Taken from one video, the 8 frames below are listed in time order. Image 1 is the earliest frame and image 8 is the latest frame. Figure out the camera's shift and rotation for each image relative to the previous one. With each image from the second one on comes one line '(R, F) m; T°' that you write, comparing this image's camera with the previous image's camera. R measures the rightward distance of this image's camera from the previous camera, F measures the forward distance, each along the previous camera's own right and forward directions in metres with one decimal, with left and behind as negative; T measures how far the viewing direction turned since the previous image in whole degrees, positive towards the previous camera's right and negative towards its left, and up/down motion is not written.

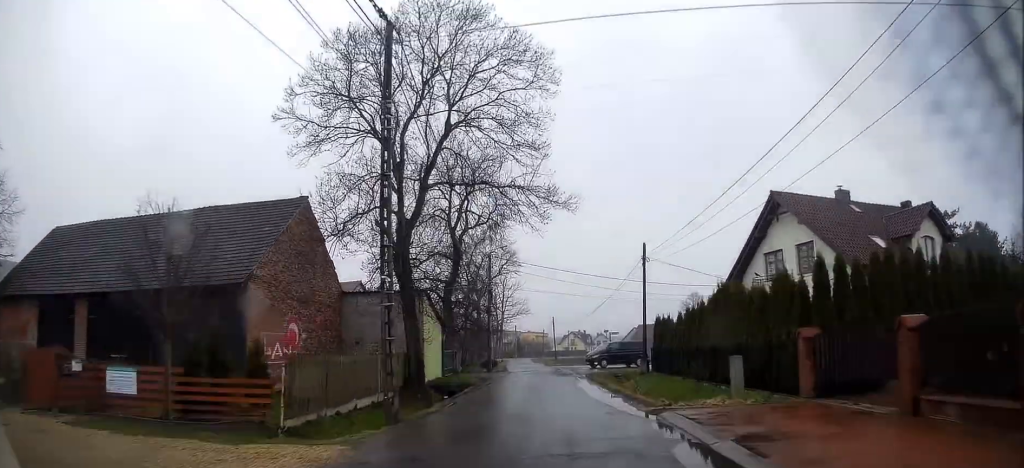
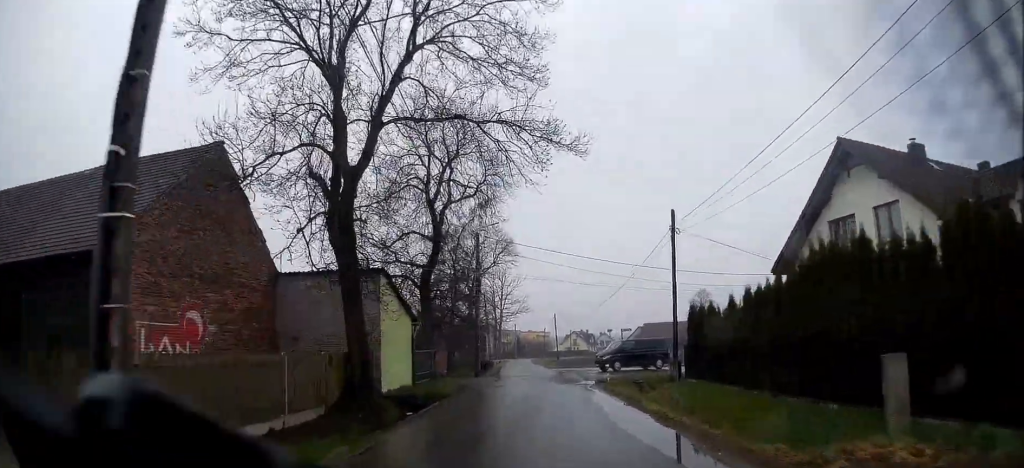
(-0.2, +8.0) m; -1°
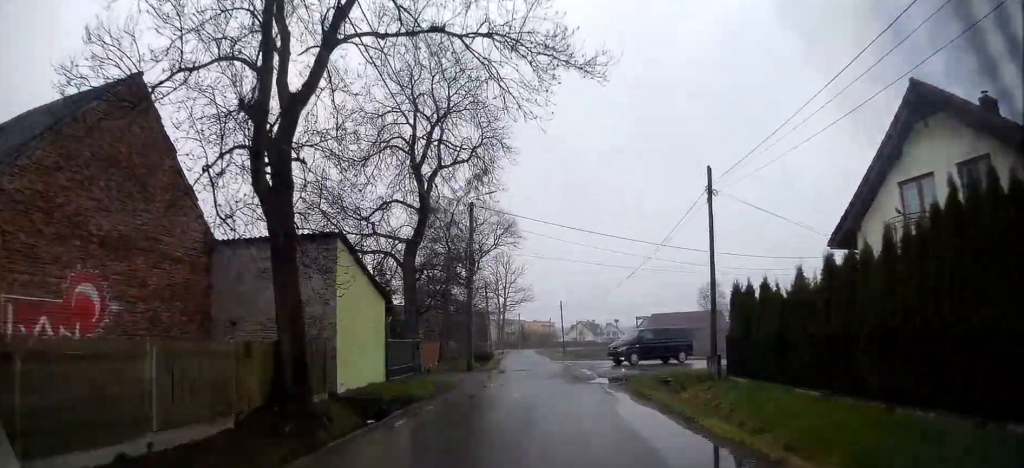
(0.0, +5.4) m; 0°
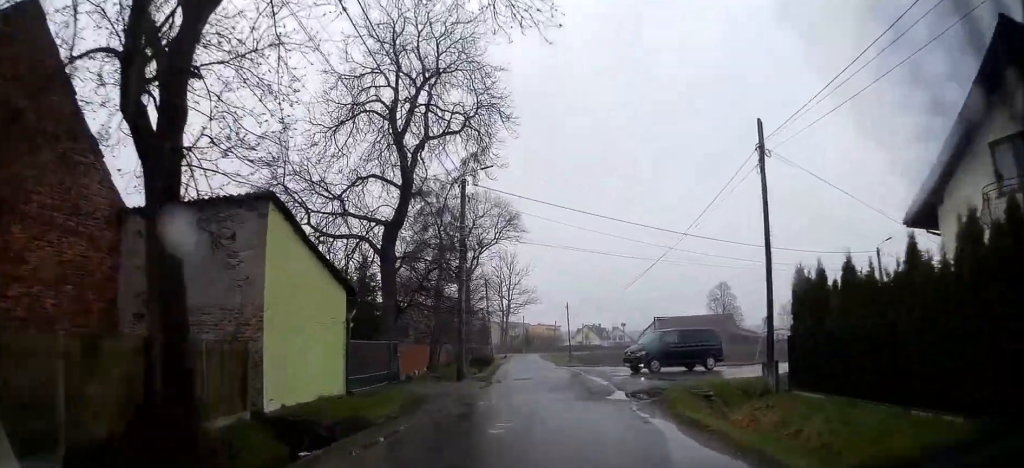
(0.0, +5.0) m; 0°
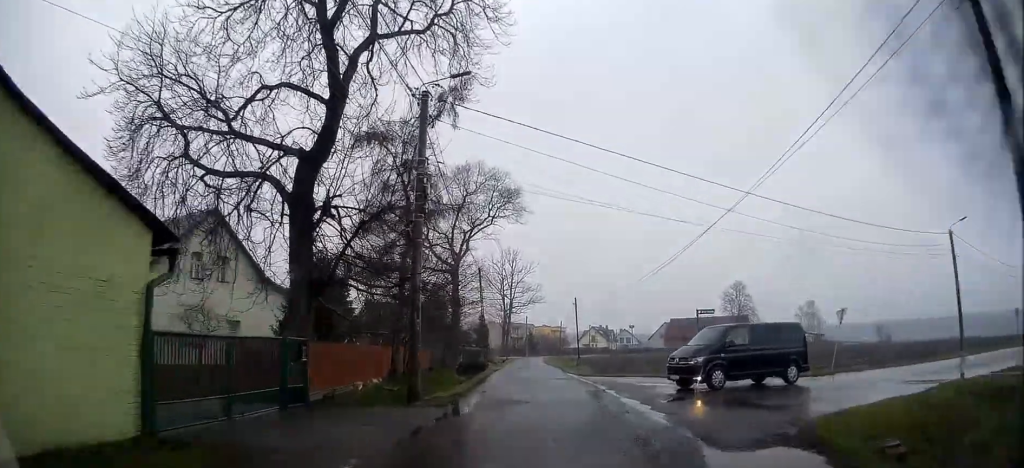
(+0.1, +9.7) m; -1°
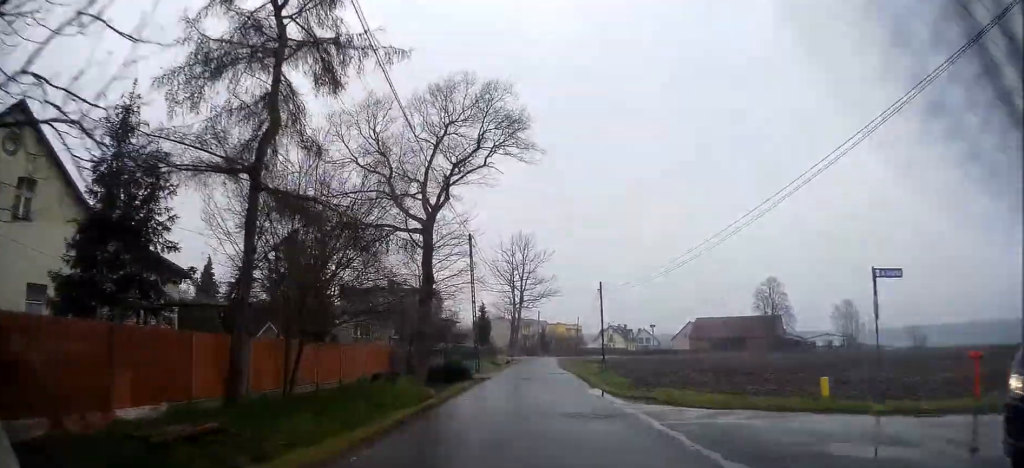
(-0.4, +14.6) m; -3°
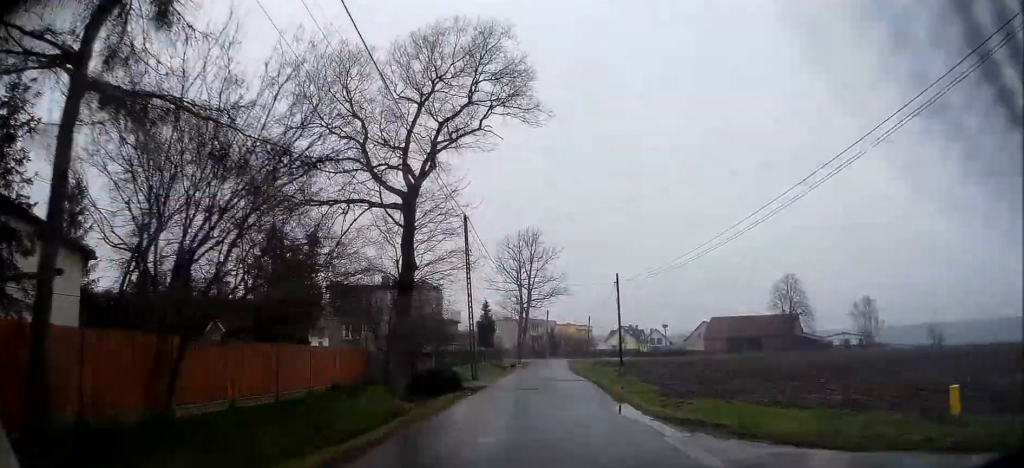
(-0.1, +5.8) m; 0°
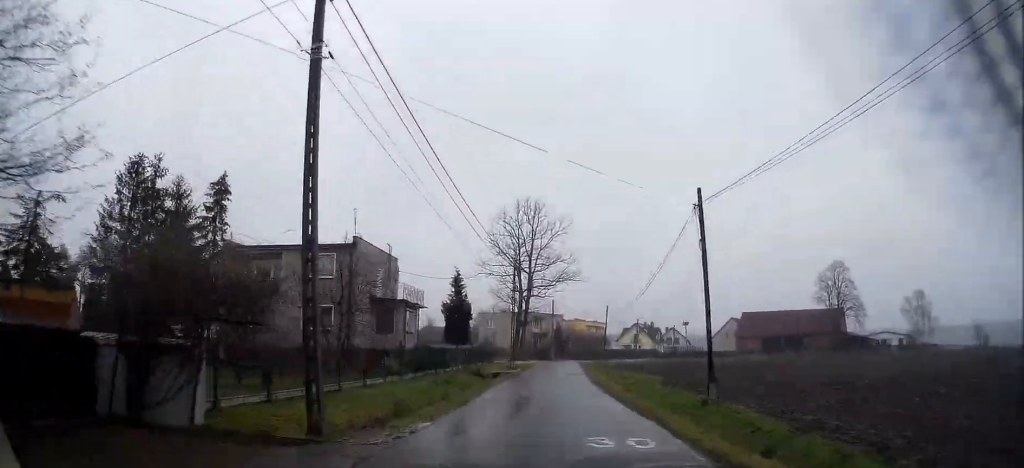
(+0.1, +21.9) m; +1°
